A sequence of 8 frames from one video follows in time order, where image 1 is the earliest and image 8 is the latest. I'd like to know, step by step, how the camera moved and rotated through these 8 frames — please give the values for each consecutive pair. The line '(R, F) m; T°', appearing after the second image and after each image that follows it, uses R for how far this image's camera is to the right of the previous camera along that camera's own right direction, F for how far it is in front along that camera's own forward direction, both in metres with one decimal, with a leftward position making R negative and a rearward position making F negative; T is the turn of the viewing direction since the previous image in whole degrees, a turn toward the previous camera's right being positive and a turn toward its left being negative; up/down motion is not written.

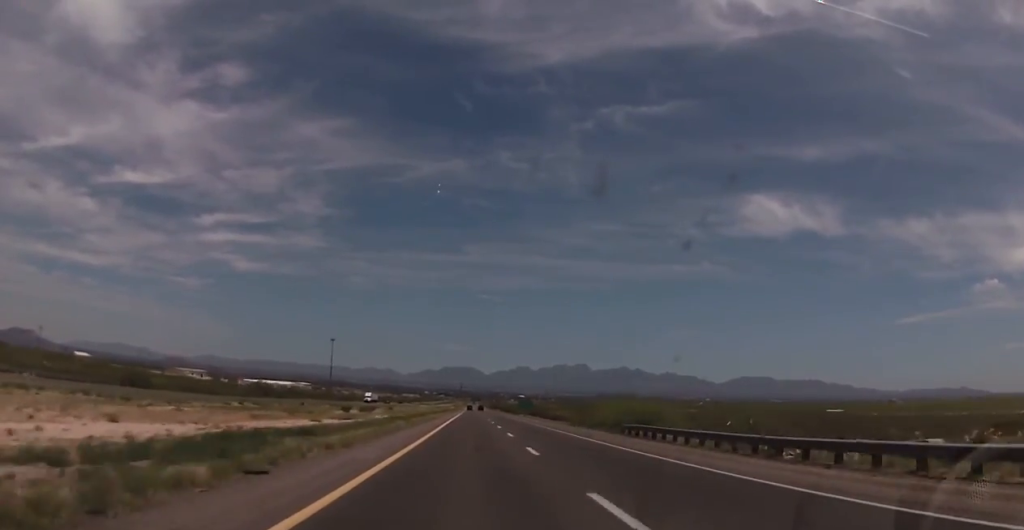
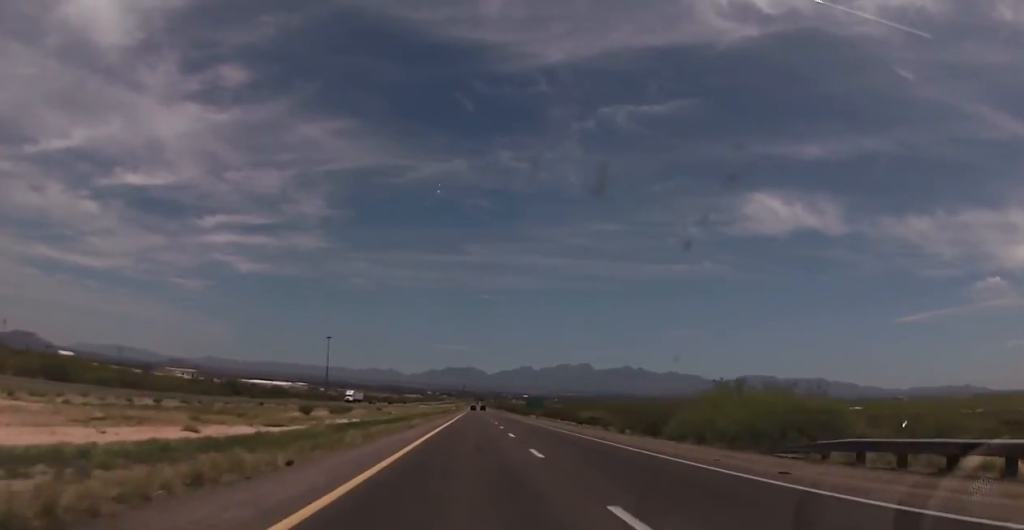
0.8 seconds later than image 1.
(-0.2, +25.7) m; -1°
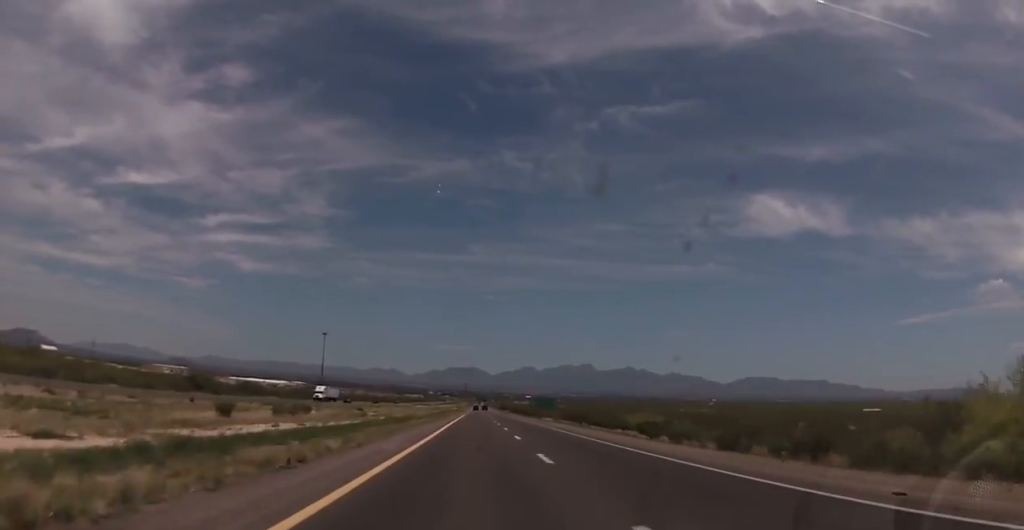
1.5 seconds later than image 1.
(-0.2, +25.8) m; 0°
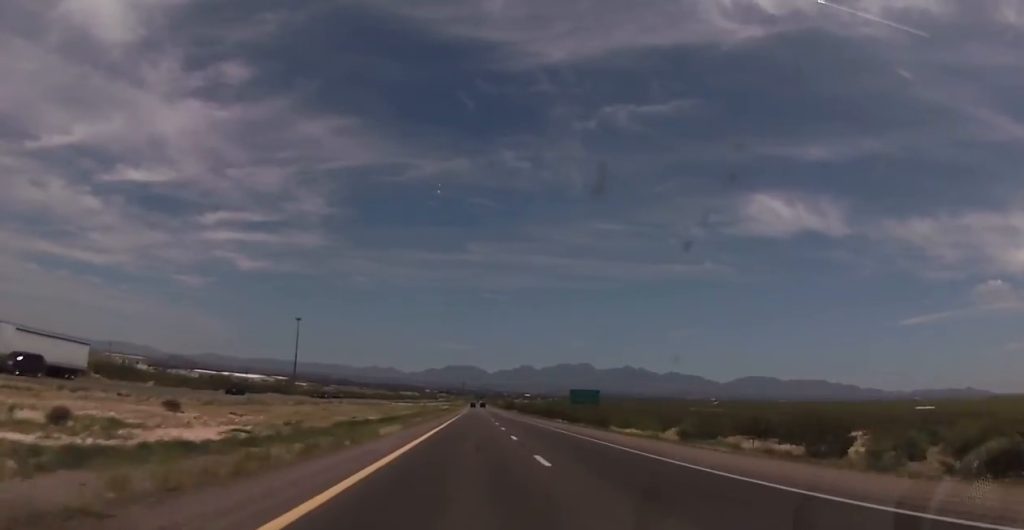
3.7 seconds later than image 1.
(+0.5, +73.9) m; +1°
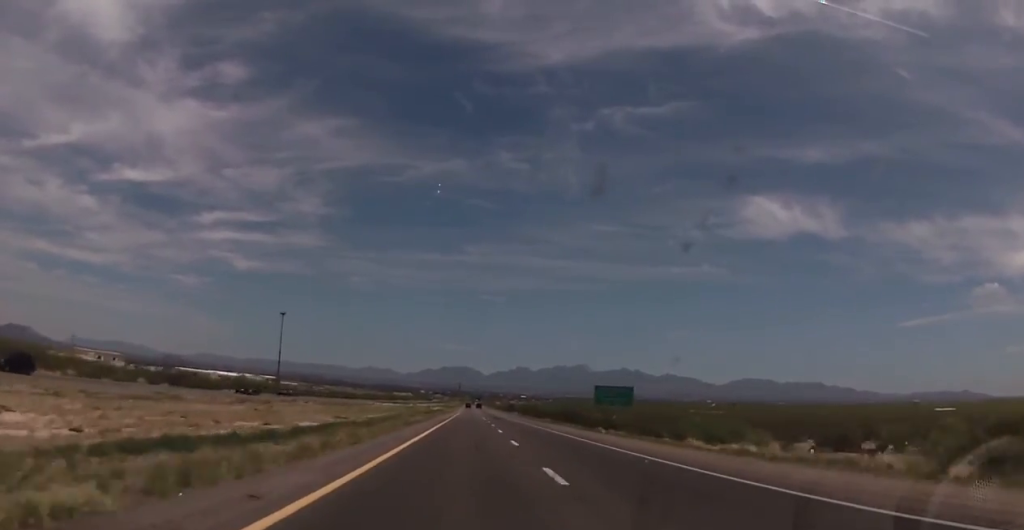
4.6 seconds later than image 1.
(+0.1, +28.0) m; 0°
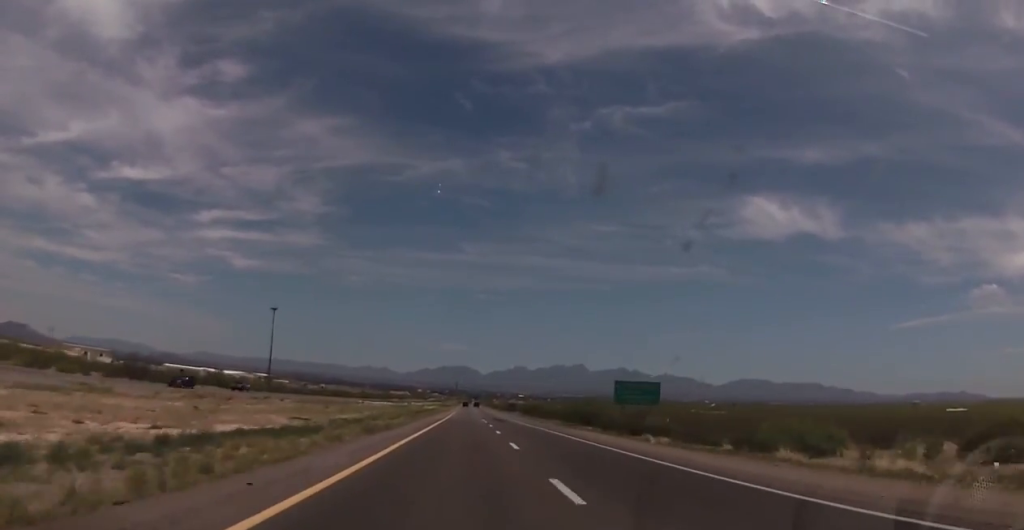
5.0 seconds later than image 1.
(-0.2, +14.6) m; -1°
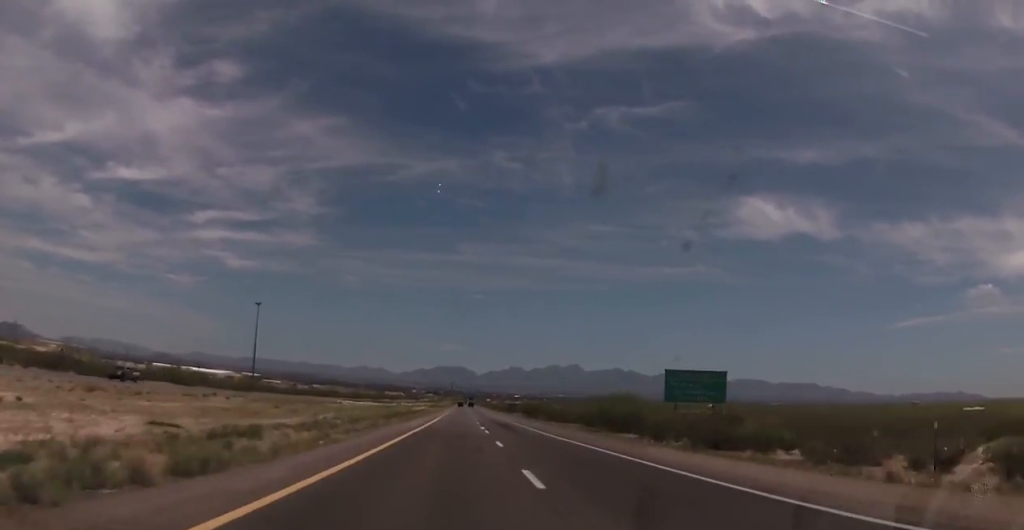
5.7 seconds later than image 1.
(-0.1, +22.4) m; 0°
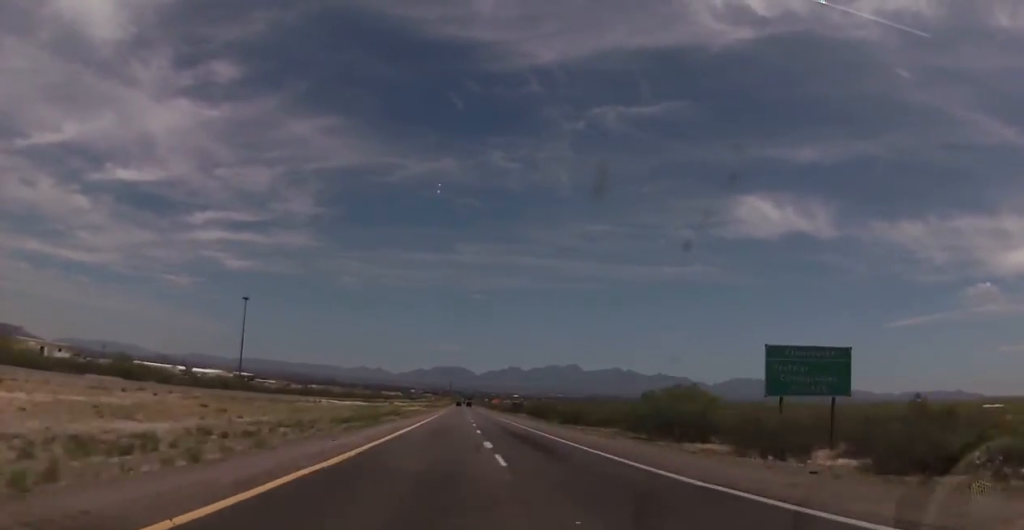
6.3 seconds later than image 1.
(0.0, +20.1) m; 0°
